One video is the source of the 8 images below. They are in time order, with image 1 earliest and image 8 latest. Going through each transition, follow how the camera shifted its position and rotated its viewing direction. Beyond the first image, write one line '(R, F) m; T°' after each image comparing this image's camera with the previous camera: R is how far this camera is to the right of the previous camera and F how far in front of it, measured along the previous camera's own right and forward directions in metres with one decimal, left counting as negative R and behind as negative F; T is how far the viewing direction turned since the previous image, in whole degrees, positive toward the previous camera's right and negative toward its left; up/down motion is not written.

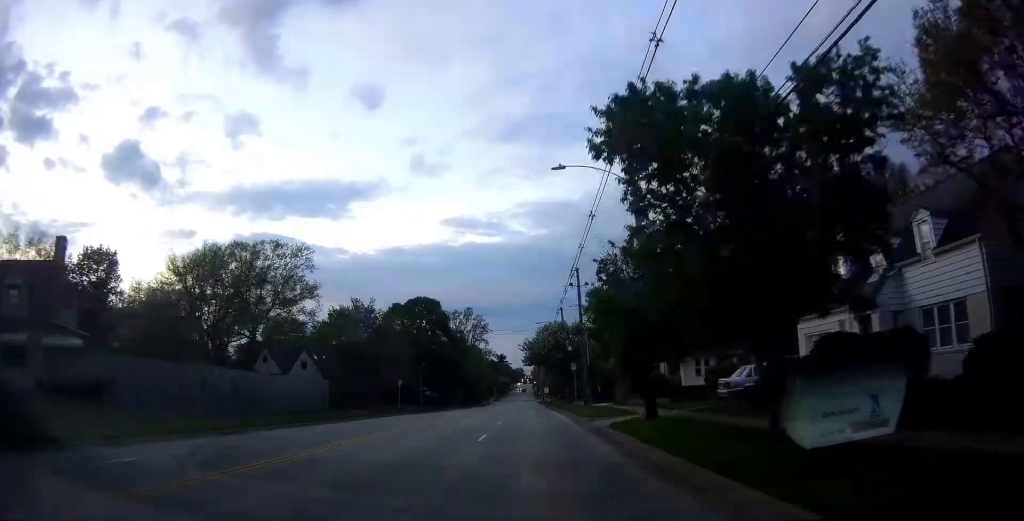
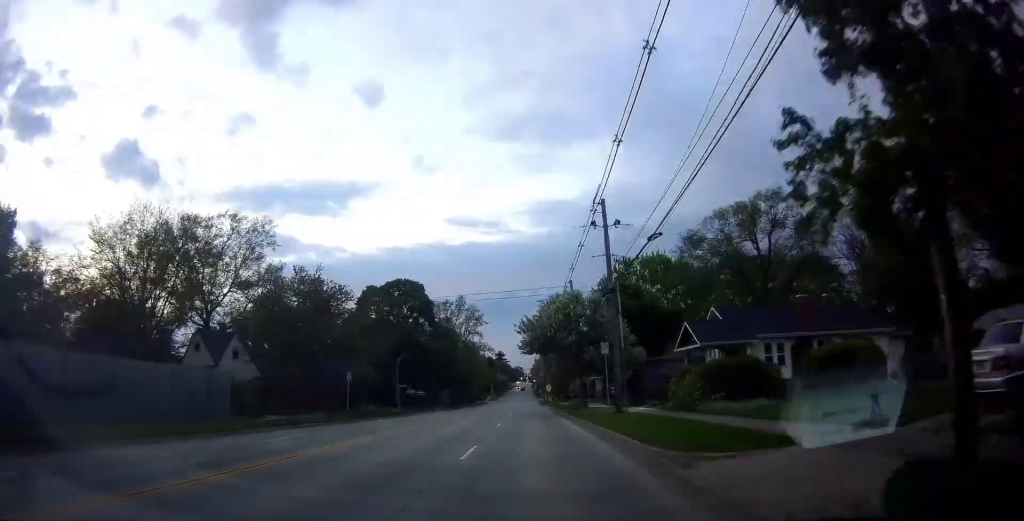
(0.0, +15.3) m; 0°
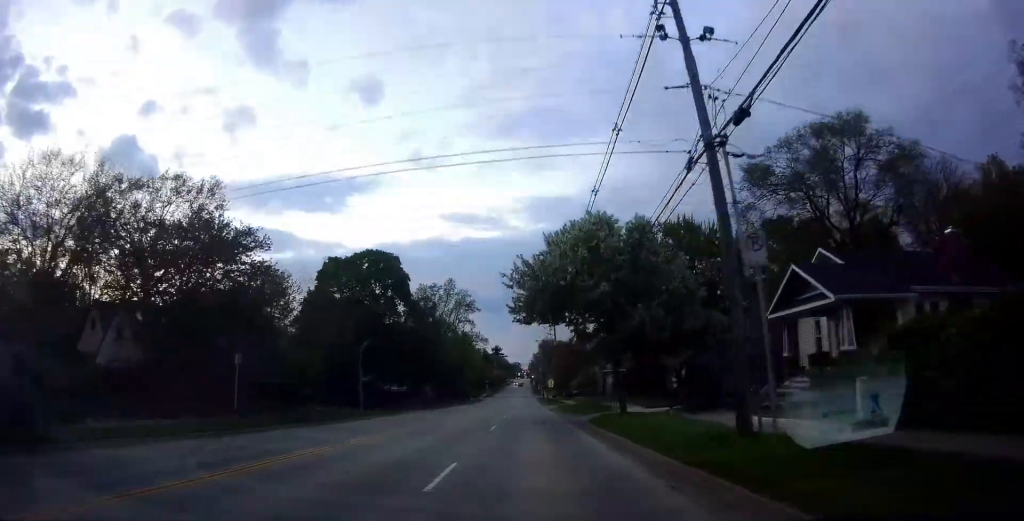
(0.0, +15.9) m; 0°
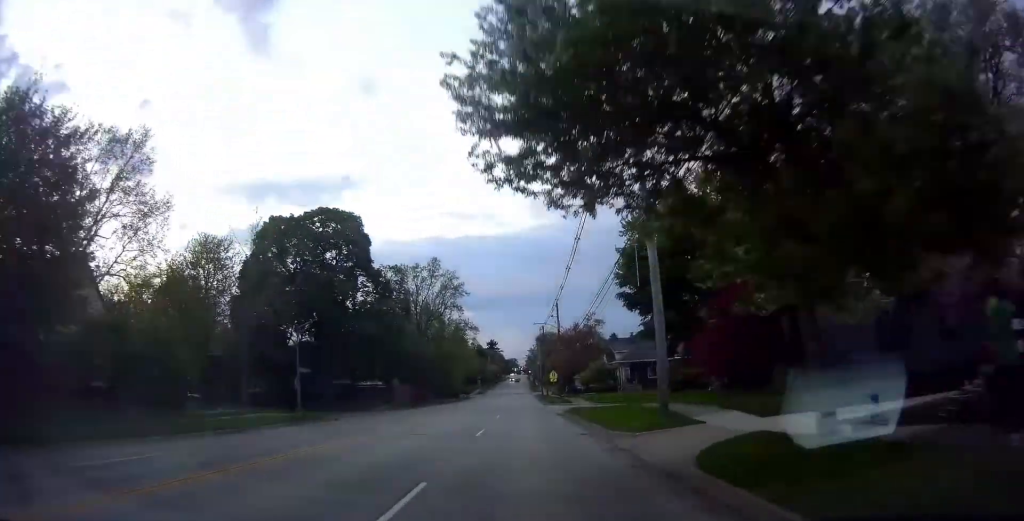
(0.0, +15.4) m; 0°
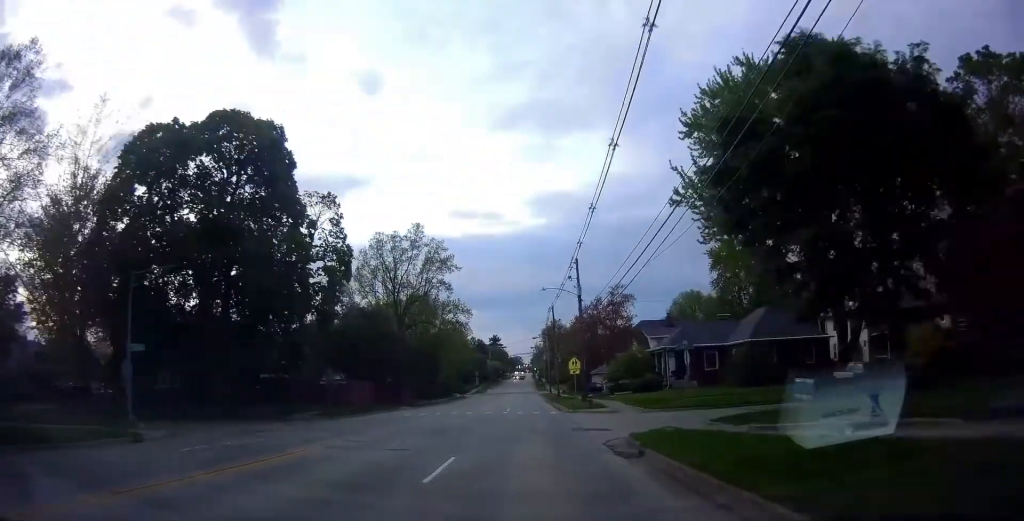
(0.0, +21.2) m; 0°
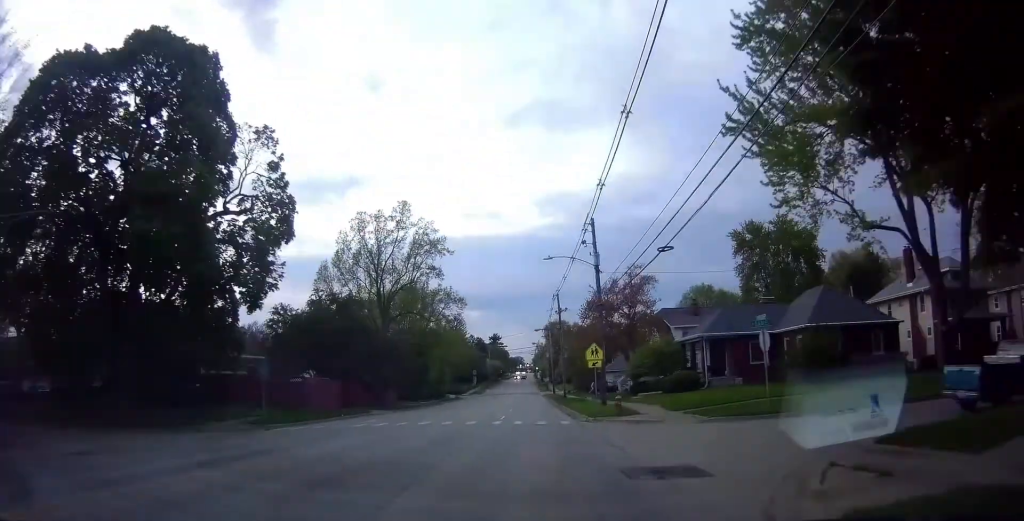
(0.0, +9.8) m; 0°
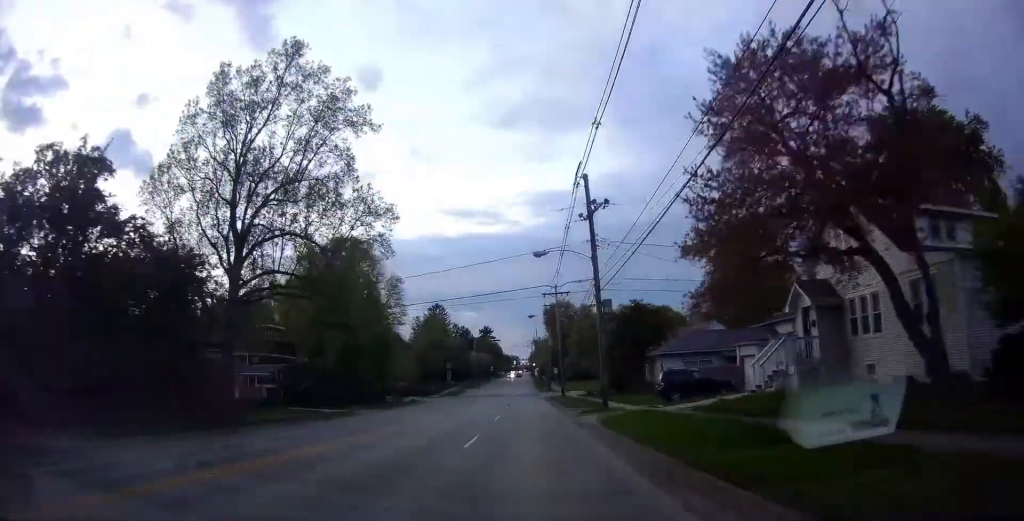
(0.0, +37.1) m; -1°
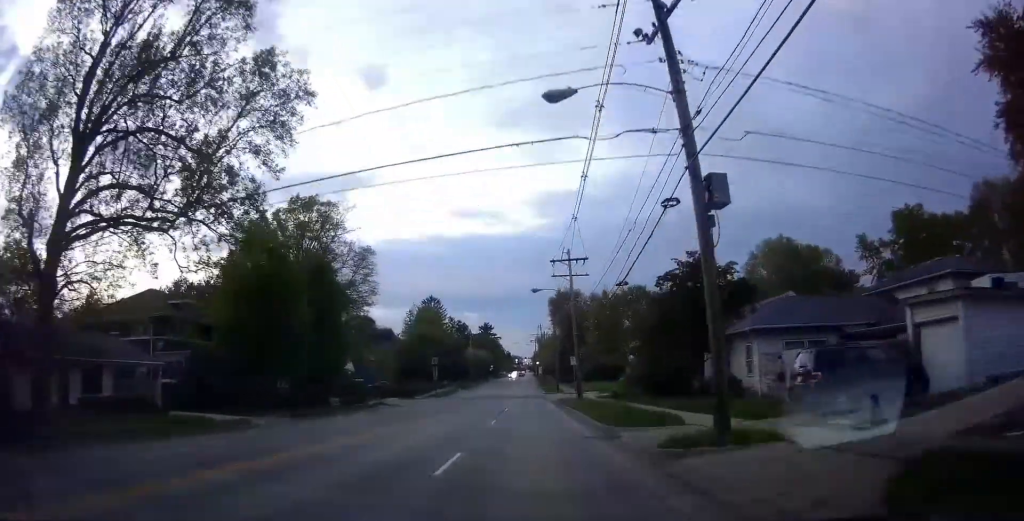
(-0.1, +16.3) m; -2°
